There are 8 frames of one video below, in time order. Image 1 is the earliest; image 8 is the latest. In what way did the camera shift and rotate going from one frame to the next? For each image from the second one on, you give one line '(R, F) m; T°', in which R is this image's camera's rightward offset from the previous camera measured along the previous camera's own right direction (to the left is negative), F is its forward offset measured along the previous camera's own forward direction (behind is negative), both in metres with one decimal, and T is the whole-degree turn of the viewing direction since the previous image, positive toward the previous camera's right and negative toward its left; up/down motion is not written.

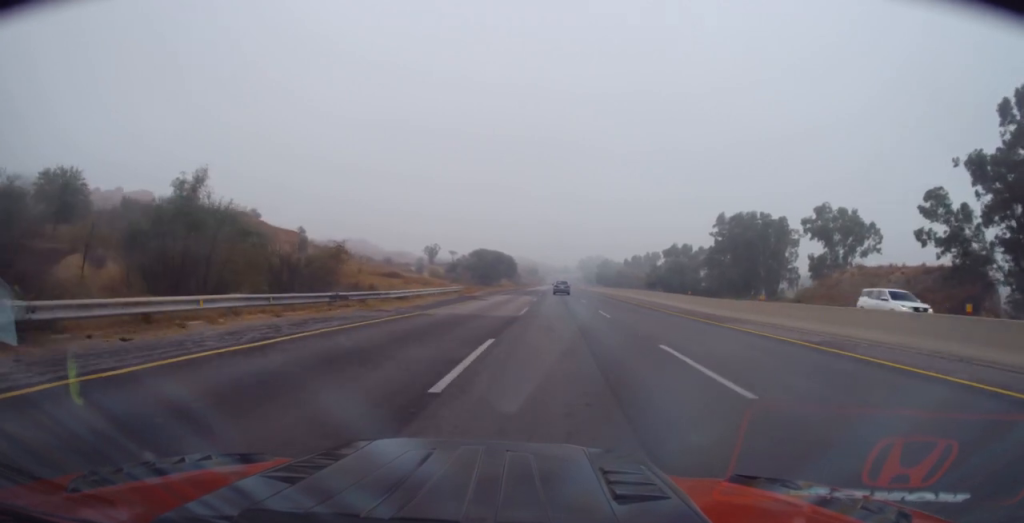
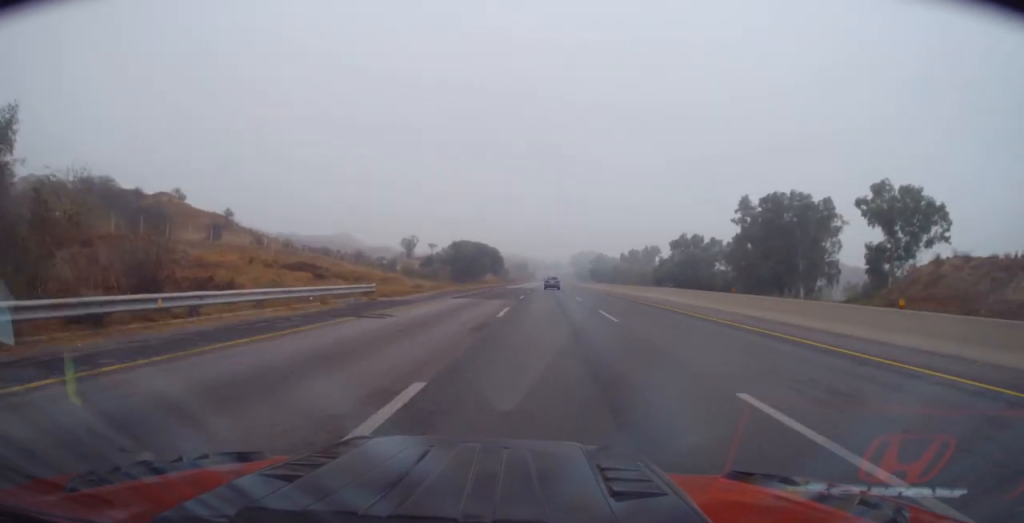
(+0.4, +24.1) m; 0°
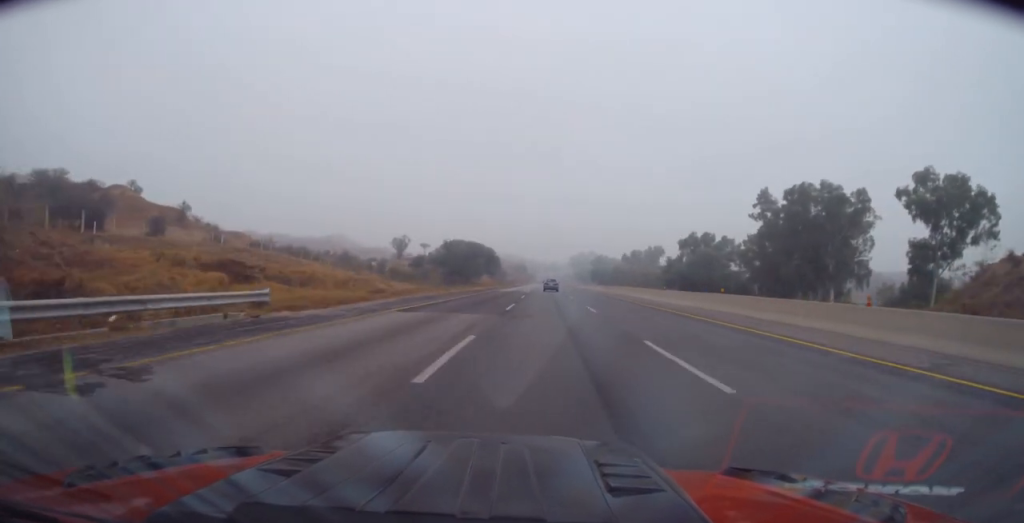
(-0.1, +11.8) m; 0°
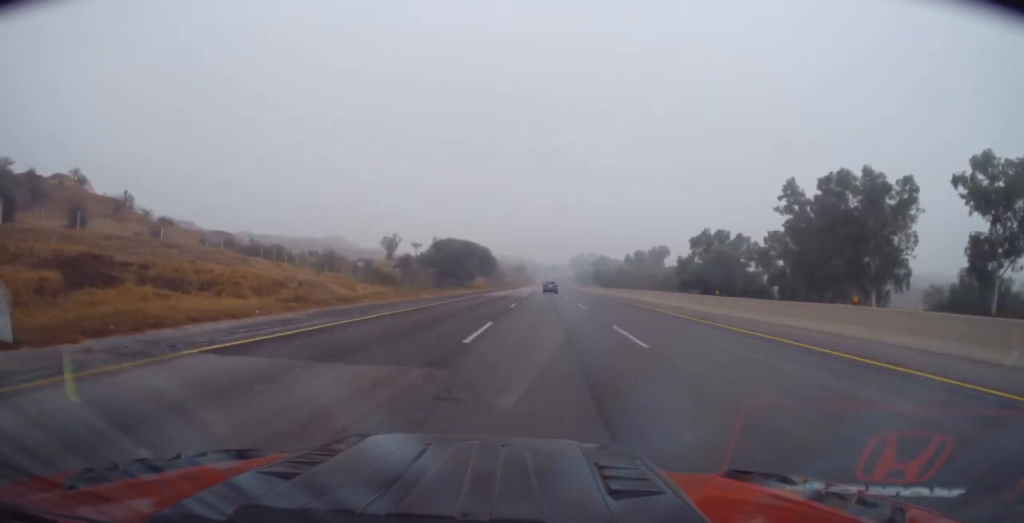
(-0.1, +12.6) m; -1°
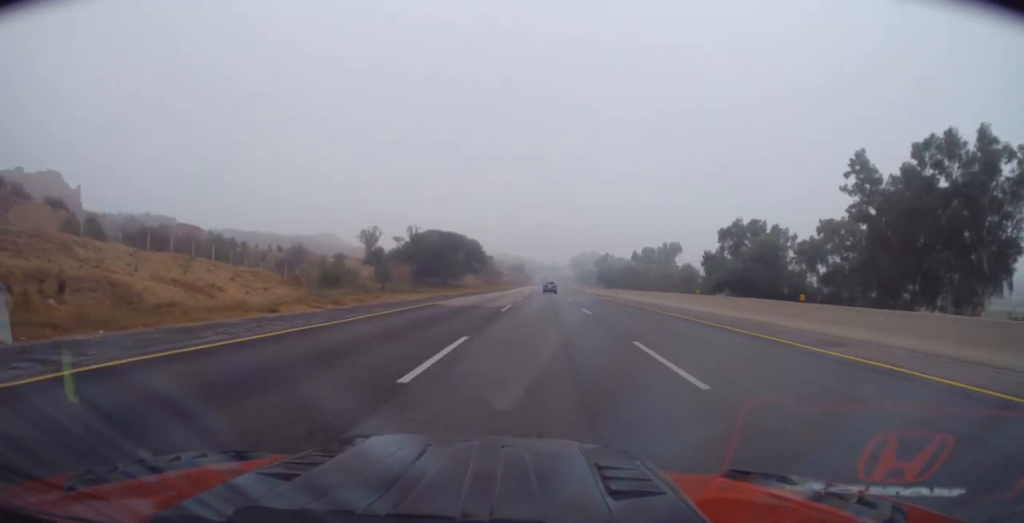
(0.0, +23.0) m; 0°
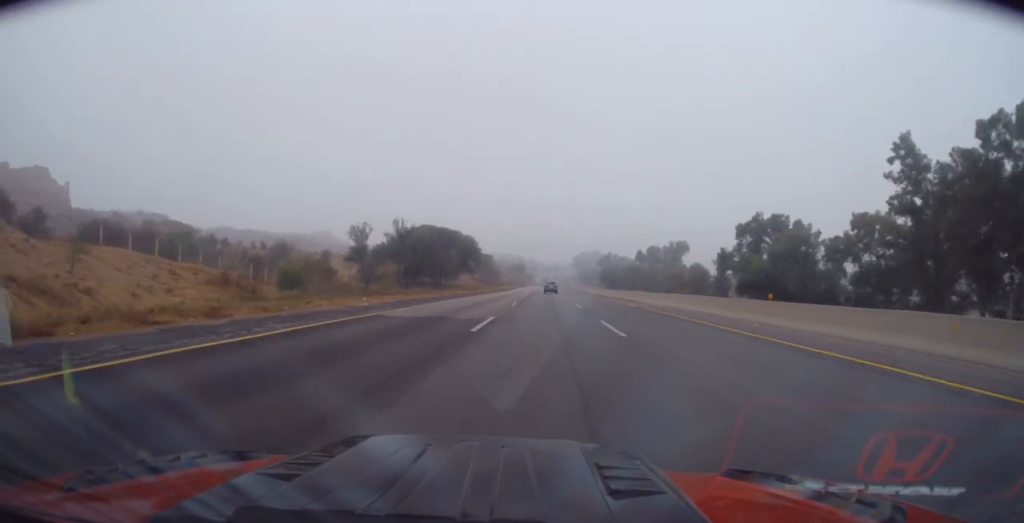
(0.0, +10.5) m; 0°
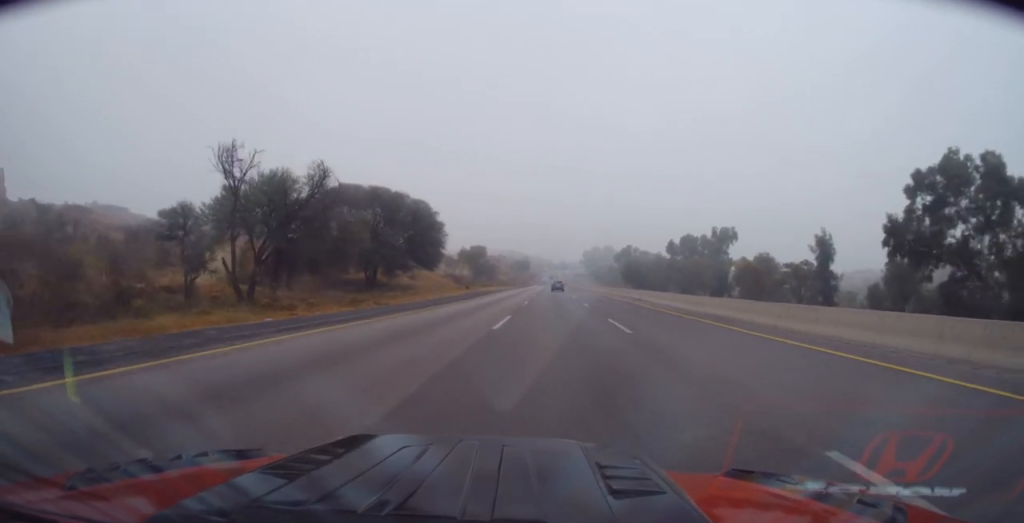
(0.0, +51.9) m; +1°
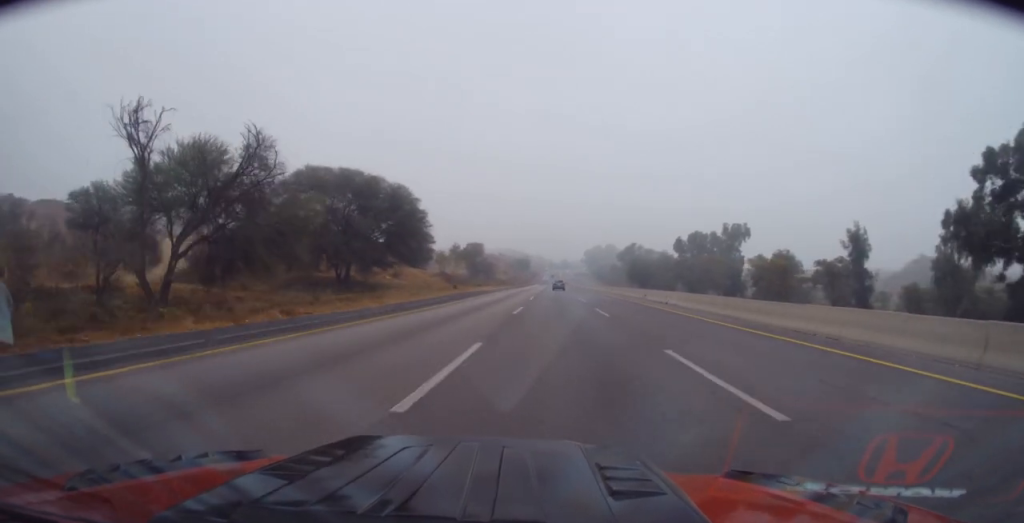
(0.0, +10.7) m; 0°
